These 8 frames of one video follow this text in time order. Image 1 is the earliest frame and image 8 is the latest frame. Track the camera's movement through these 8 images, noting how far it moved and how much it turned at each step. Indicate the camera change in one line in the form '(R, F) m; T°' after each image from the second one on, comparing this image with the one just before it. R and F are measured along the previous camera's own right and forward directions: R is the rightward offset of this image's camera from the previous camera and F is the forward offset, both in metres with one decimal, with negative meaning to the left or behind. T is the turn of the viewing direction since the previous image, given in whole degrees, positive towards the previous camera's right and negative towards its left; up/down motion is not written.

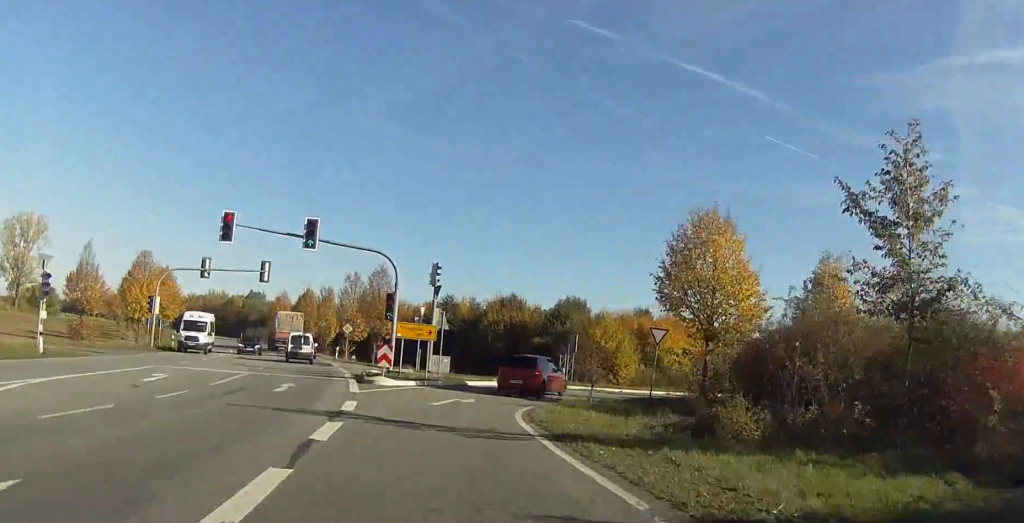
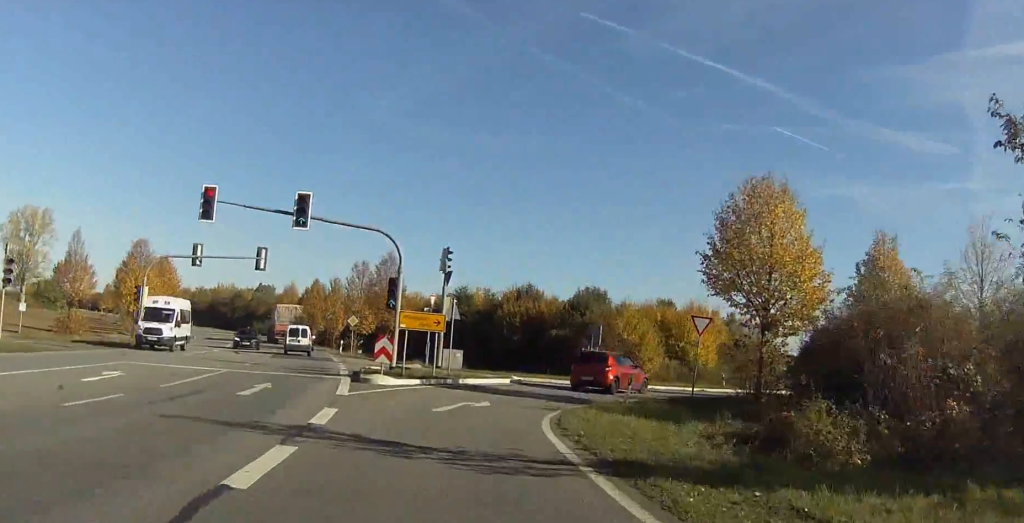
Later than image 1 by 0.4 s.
(-0.2, +5.8) m; -1°
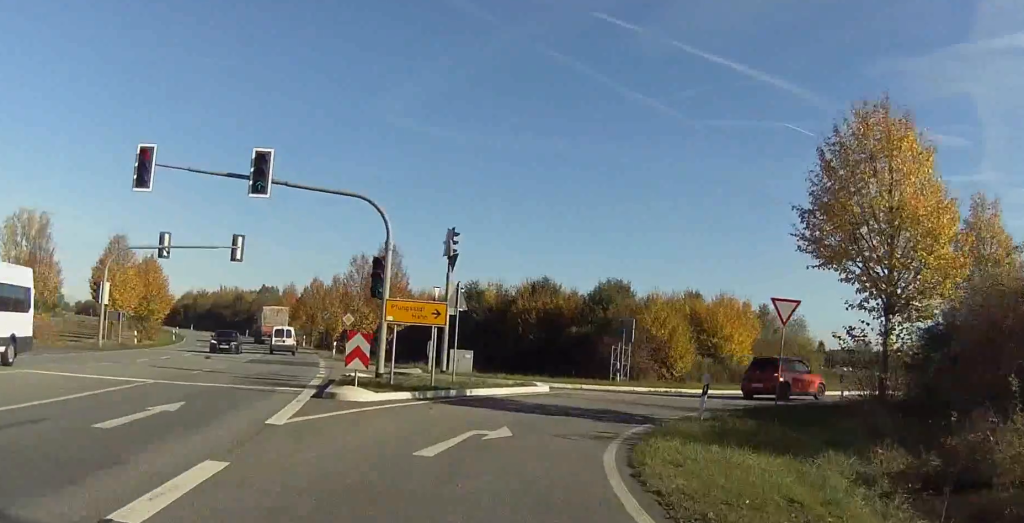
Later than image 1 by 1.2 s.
(-0.2, +10.2) m; -2°
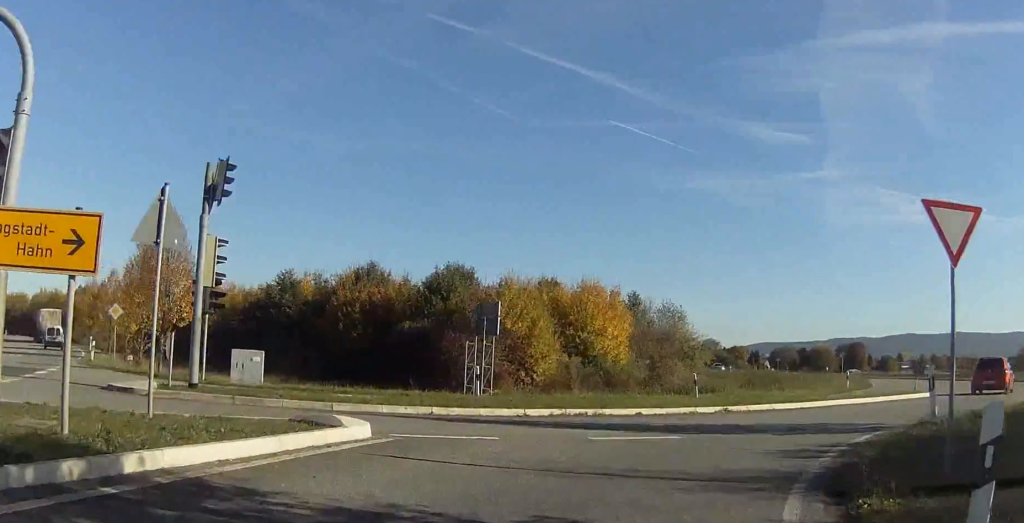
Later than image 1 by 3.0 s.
(-2.2, +22.6) m; -6°
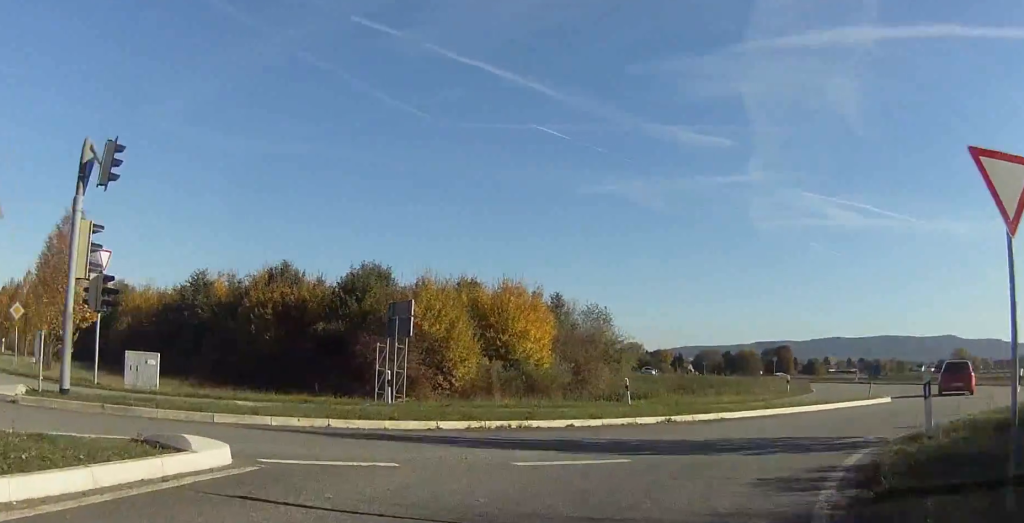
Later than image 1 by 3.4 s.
(+0.3, +4.5) m; +4°
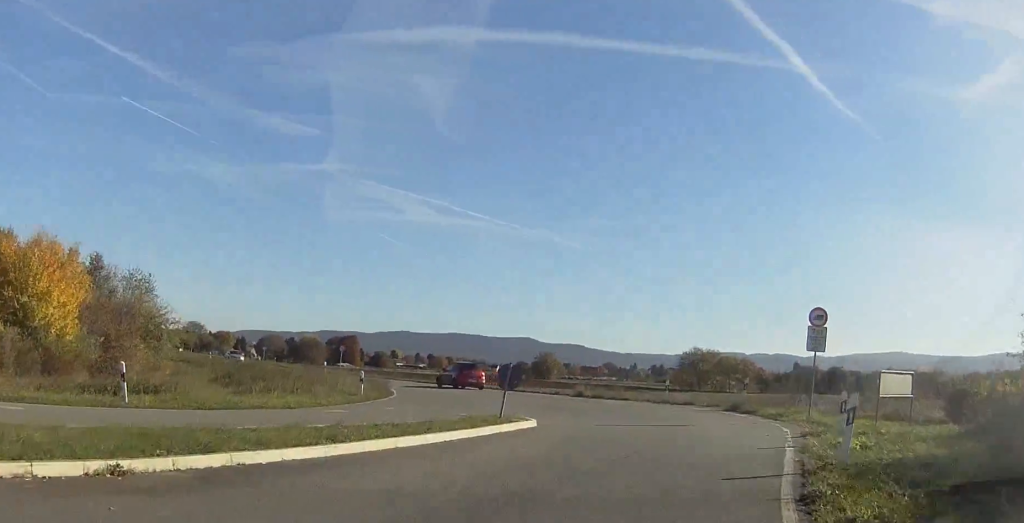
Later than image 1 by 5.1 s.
(+3.8, +16.9) m; +38°
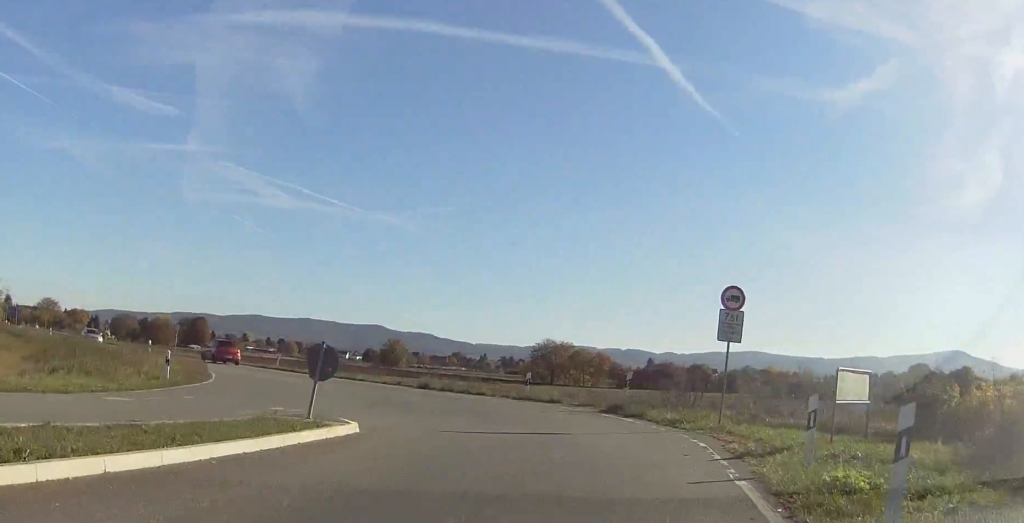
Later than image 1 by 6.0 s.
(+2.4, +7.2) m; +18°
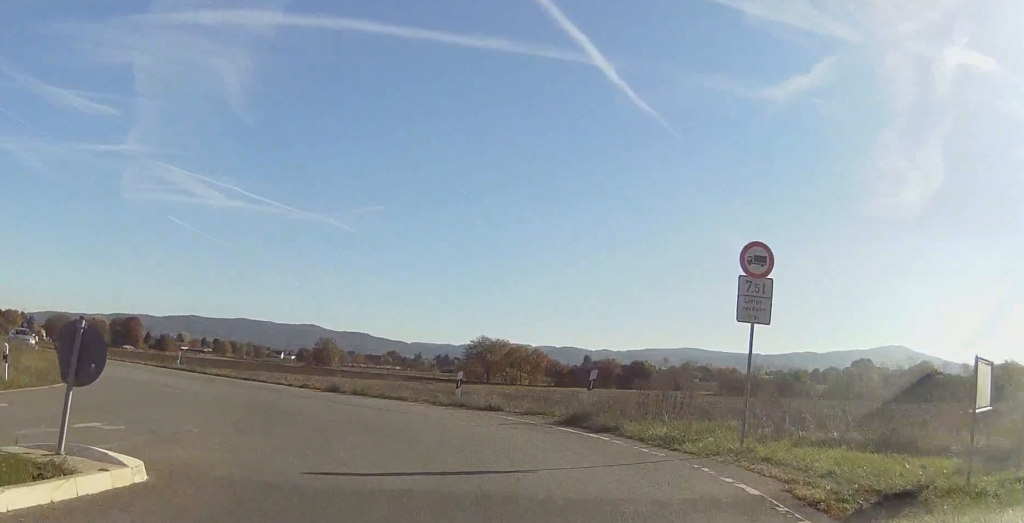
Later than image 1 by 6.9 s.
(0.0, +7.3) m; -6°
